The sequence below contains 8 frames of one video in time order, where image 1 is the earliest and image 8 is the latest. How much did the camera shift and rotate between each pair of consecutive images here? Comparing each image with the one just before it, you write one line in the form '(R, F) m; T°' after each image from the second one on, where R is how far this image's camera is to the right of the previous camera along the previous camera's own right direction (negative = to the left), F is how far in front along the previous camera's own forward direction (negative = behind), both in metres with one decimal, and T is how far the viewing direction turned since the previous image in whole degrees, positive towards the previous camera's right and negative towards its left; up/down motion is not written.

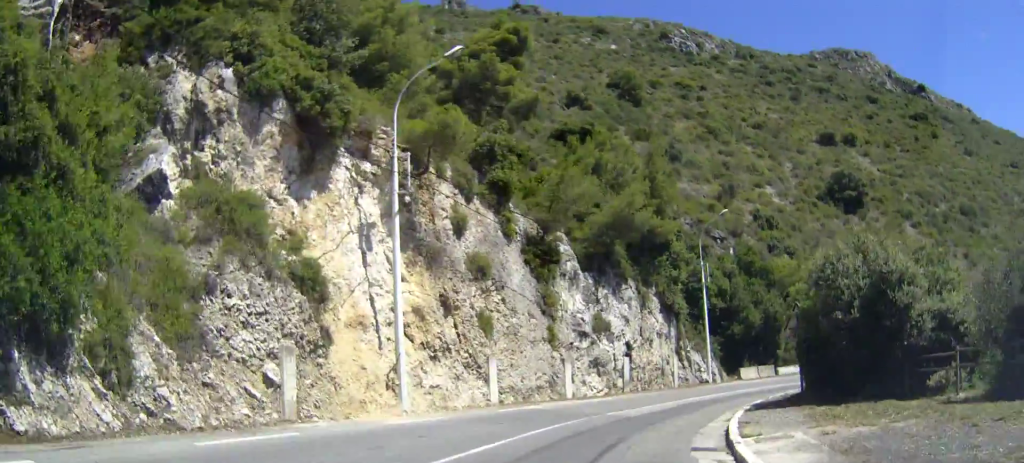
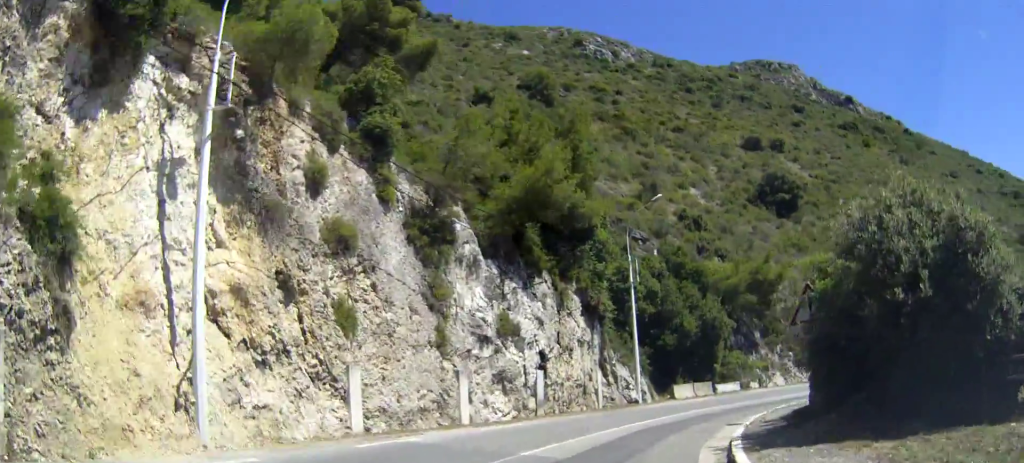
(0.0, +6.9) m; 0°
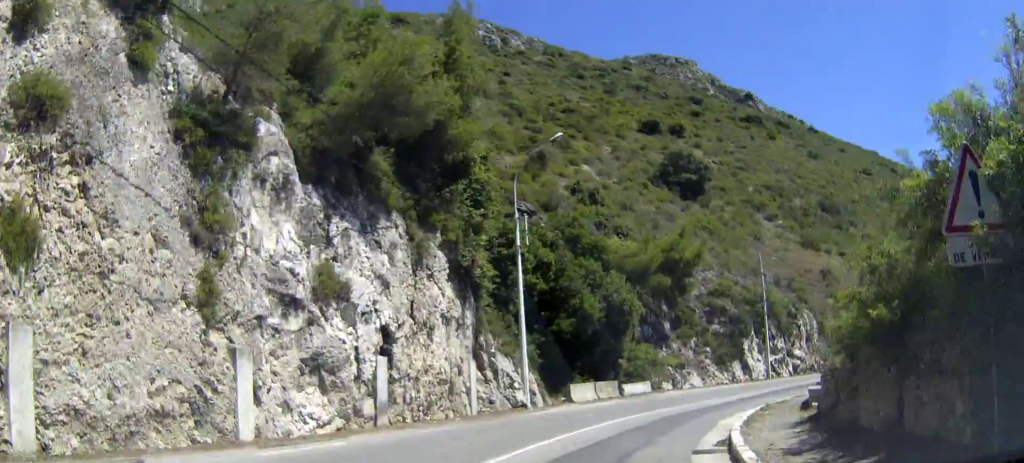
(0.0, +8.4) m; 0°
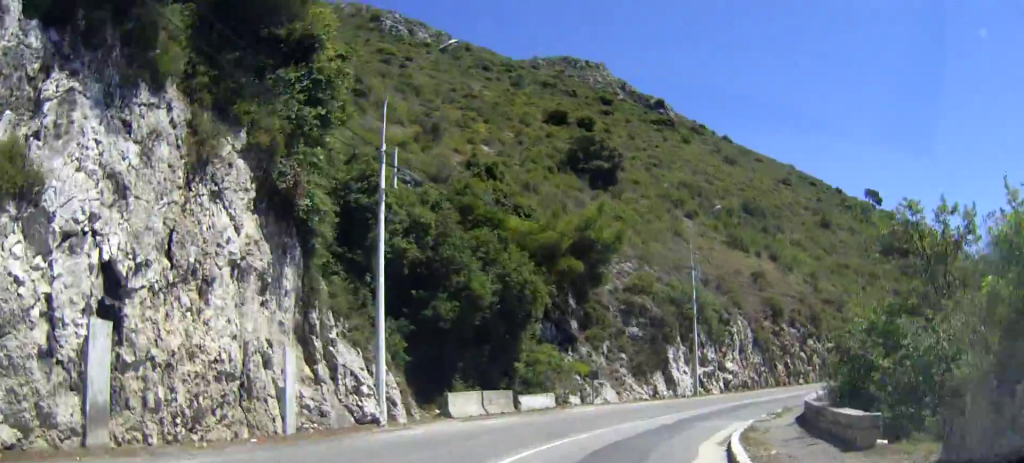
(0.0, +7.9) m; 0°
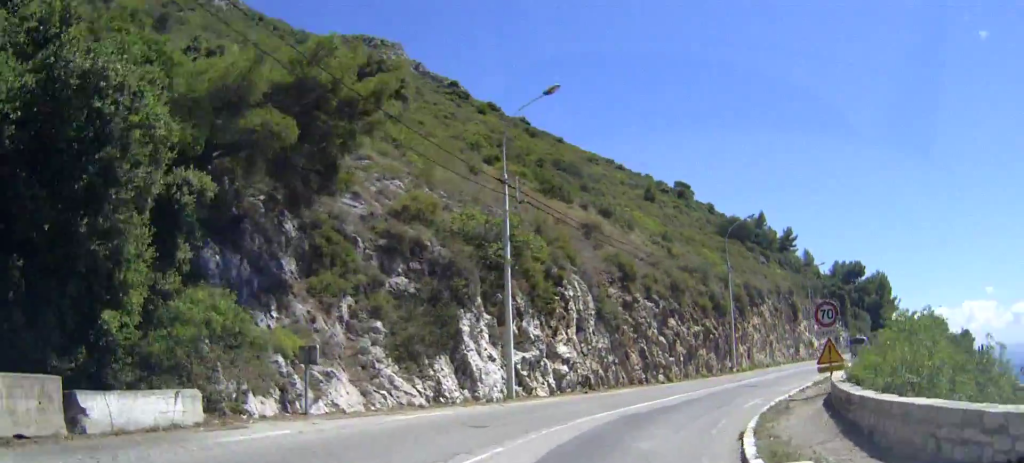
(0.0, +16.3) m; 0°
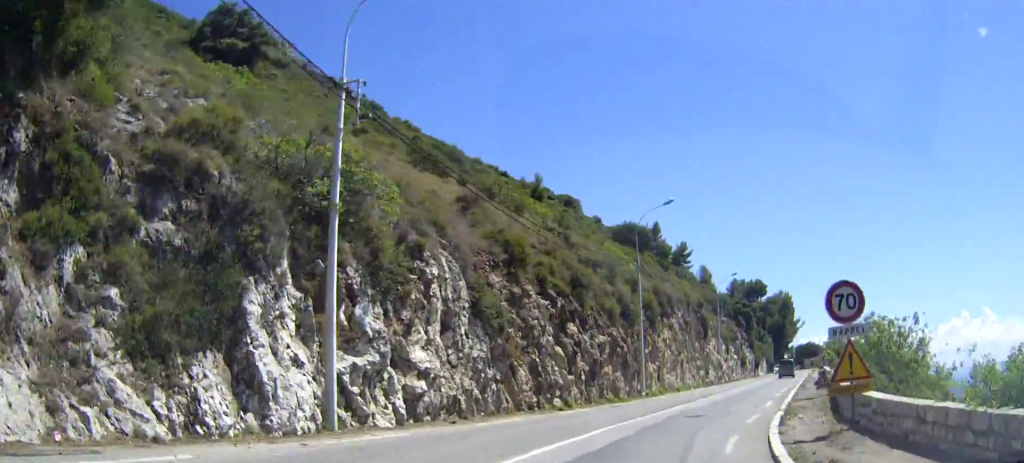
(0.0, +8.7) m; +2°
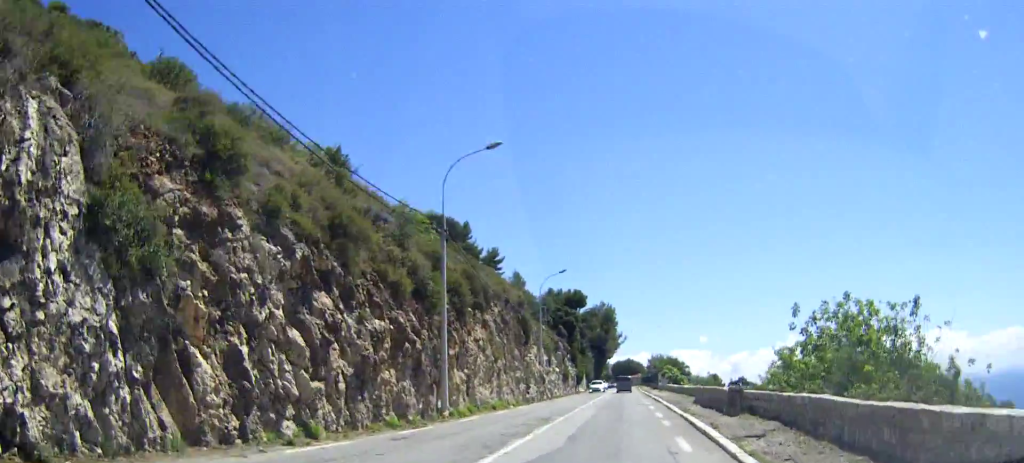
(+0.6, +11.6) m; +29°
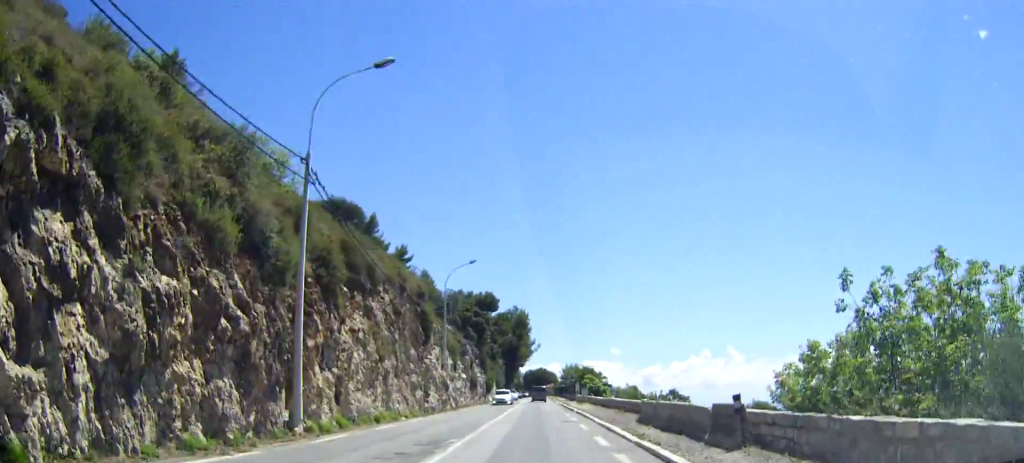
(+2.9, +7.1) m; +18°
